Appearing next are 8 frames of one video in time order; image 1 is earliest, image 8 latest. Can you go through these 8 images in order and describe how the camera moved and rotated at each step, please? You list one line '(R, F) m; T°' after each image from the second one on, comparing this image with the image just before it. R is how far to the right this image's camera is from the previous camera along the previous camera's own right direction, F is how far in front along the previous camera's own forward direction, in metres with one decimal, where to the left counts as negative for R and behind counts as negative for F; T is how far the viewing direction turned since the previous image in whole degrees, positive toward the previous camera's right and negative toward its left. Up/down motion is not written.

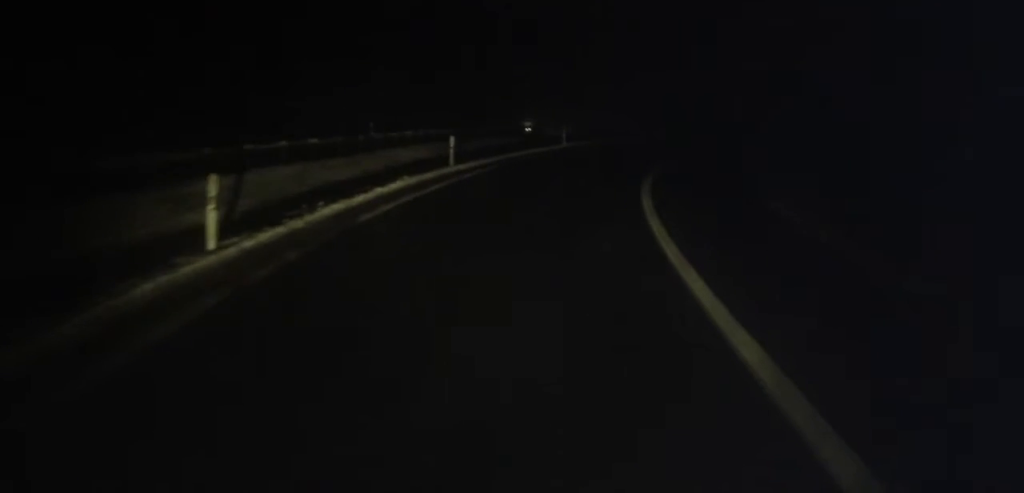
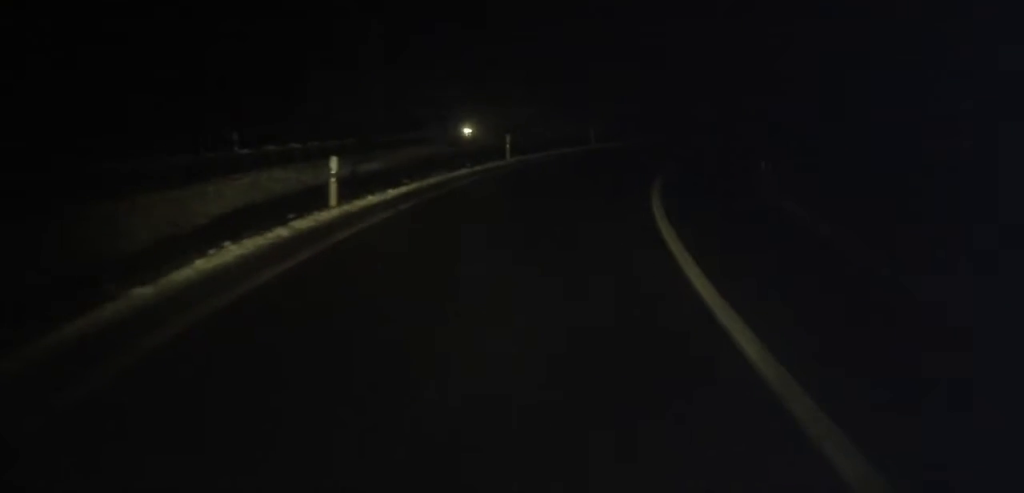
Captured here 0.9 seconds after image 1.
(+0.2, +8.7) m; +5°
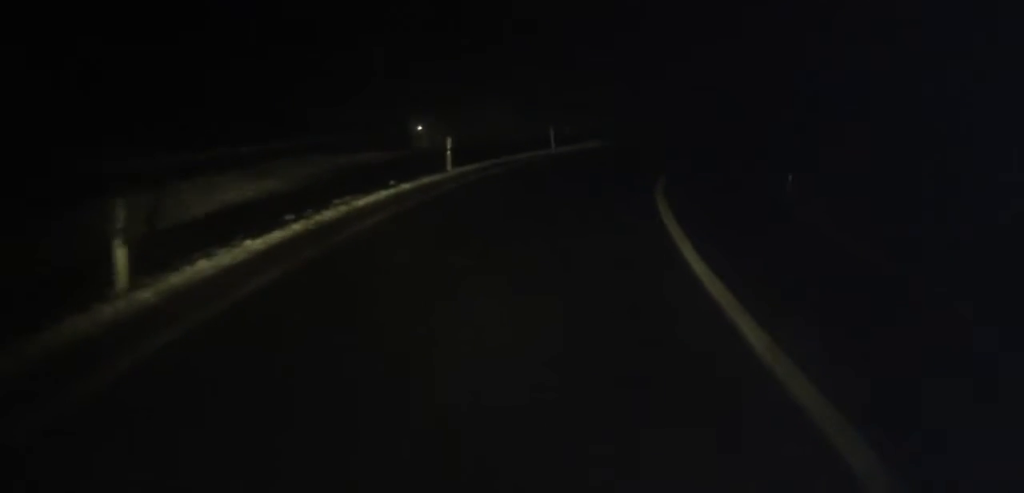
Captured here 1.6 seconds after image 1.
(0.0, +6.4) m; +4°
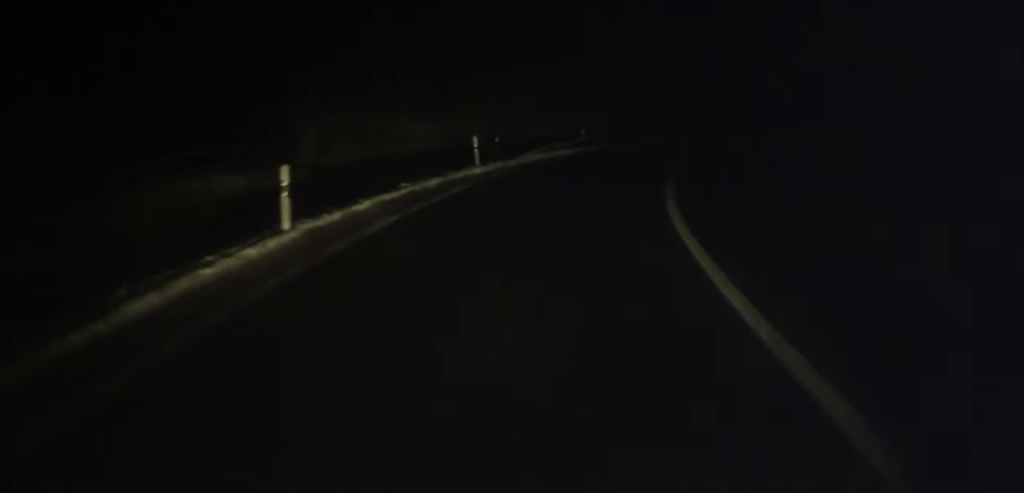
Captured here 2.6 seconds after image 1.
(+0.9, +9.9) m; +7°
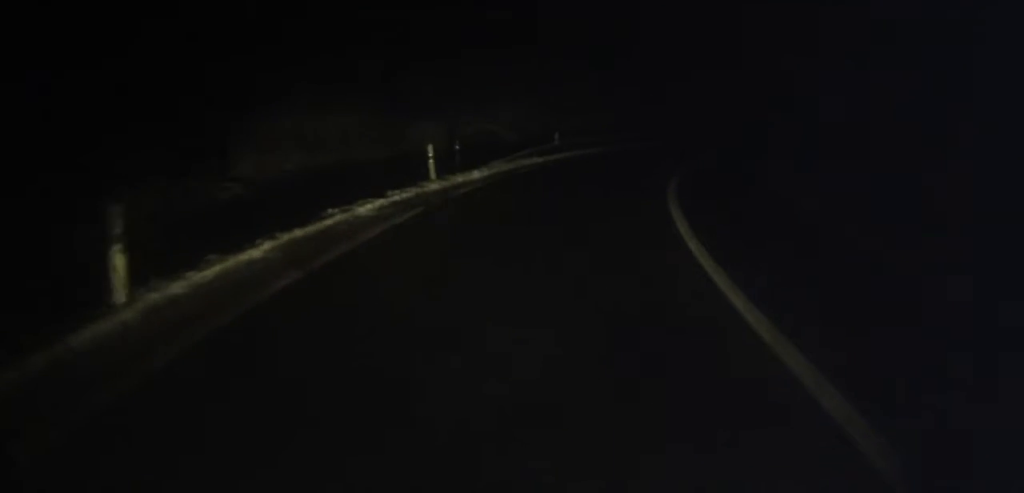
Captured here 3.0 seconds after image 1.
(-0.1, +4.2) m; +3°
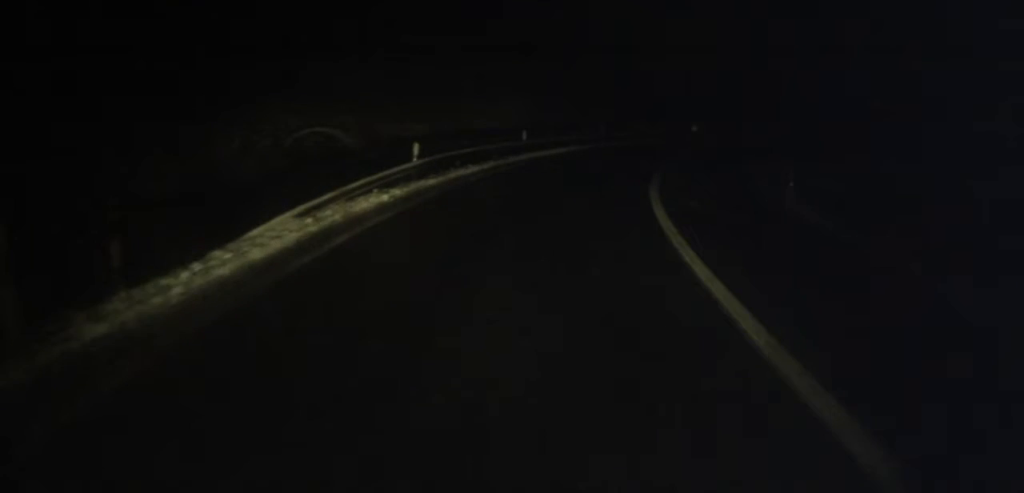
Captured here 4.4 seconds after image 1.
(+1.5, +13.5) m; +13°
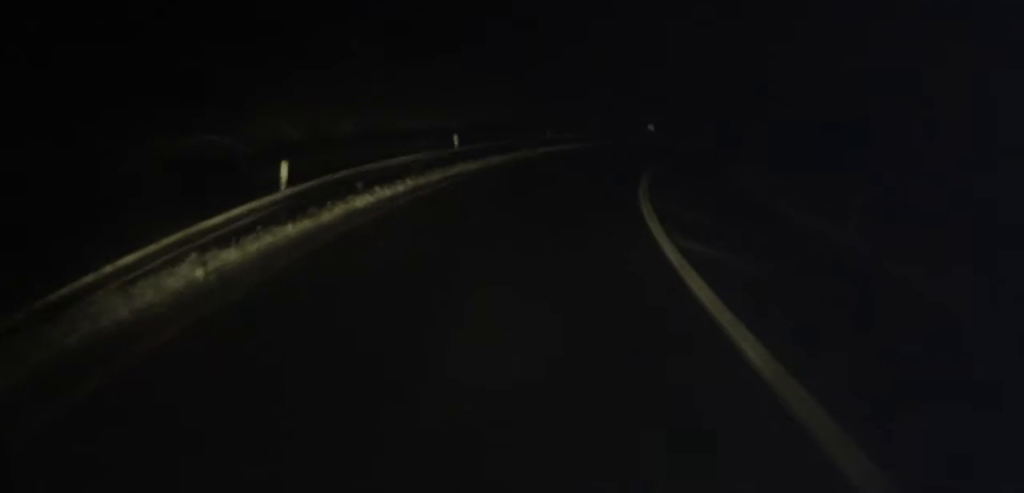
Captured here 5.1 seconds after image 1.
(+0.3, +6.8) m; +6°
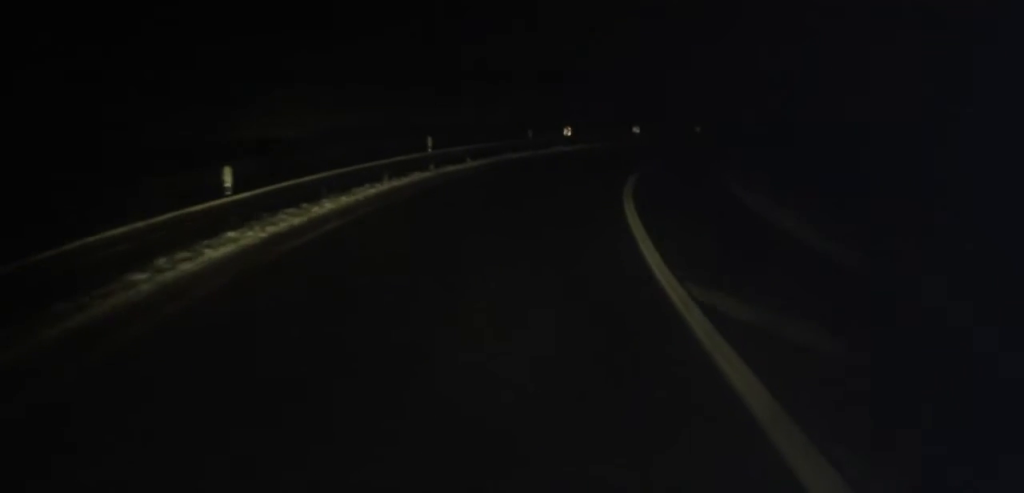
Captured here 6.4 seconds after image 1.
(+1.2, +12.2) m; +11°
